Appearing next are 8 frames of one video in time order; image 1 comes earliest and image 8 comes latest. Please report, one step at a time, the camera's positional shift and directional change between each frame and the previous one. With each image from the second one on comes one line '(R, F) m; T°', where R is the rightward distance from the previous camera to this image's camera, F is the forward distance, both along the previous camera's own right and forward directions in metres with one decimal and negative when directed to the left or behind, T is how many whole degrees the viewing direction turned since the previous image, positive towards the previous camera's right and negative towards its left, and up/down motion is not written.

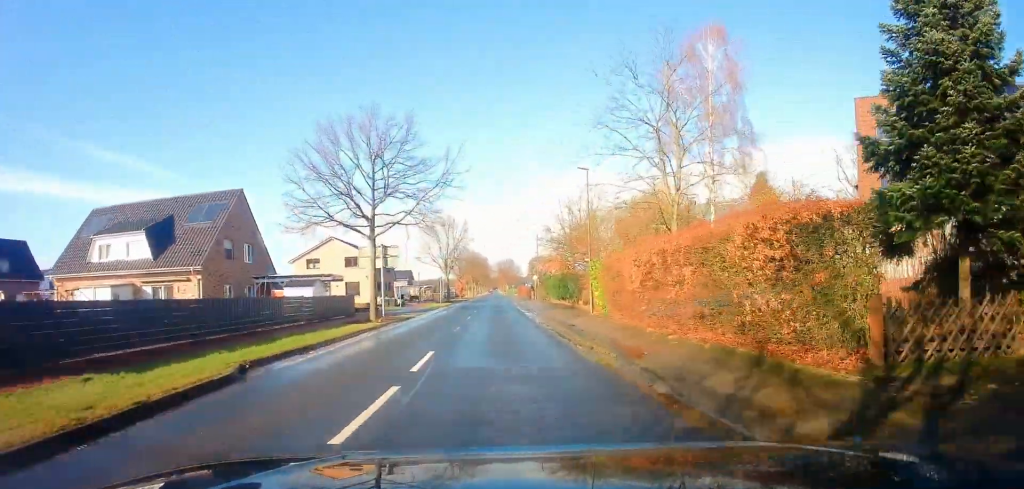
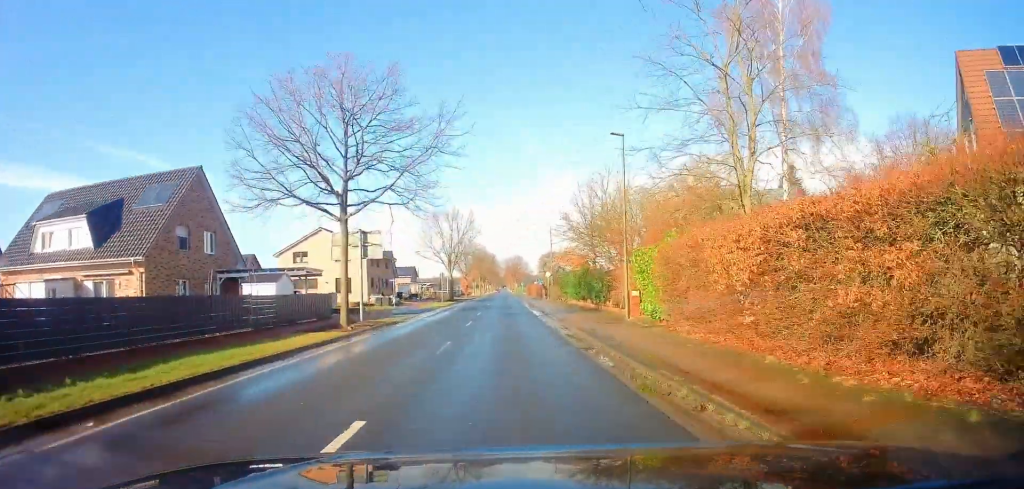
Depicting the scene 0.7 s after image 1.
(0.0, +6.8) m; -1°
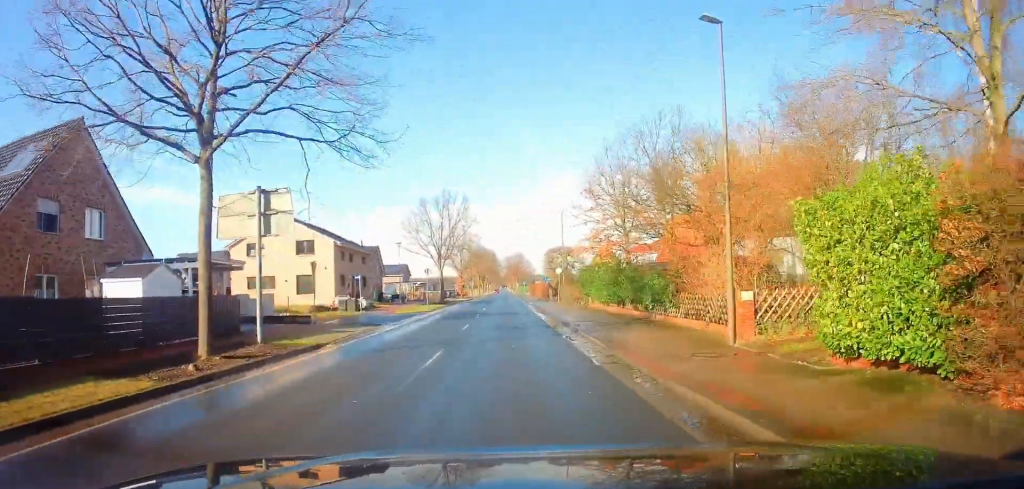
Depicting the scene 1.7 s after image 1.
(-0.2, +10.9) m; -1°
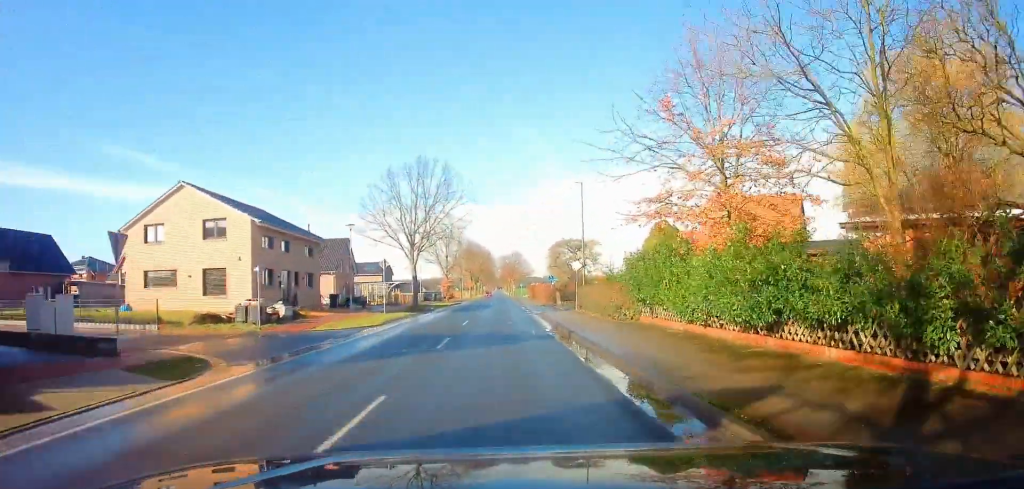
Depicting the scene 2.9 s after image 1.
(-0.1, +14.6) m; 0°
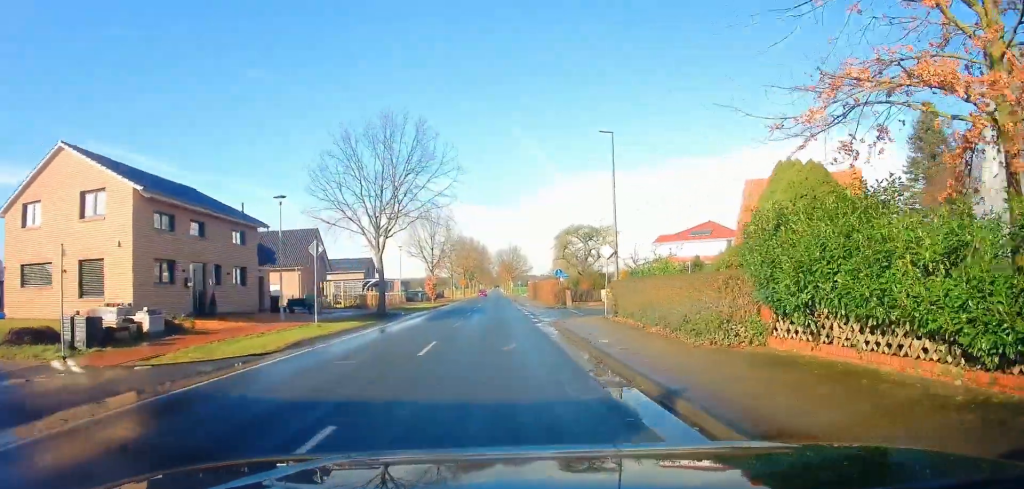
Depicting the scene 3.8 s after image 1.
(+0.1, +11.0) m; +1°
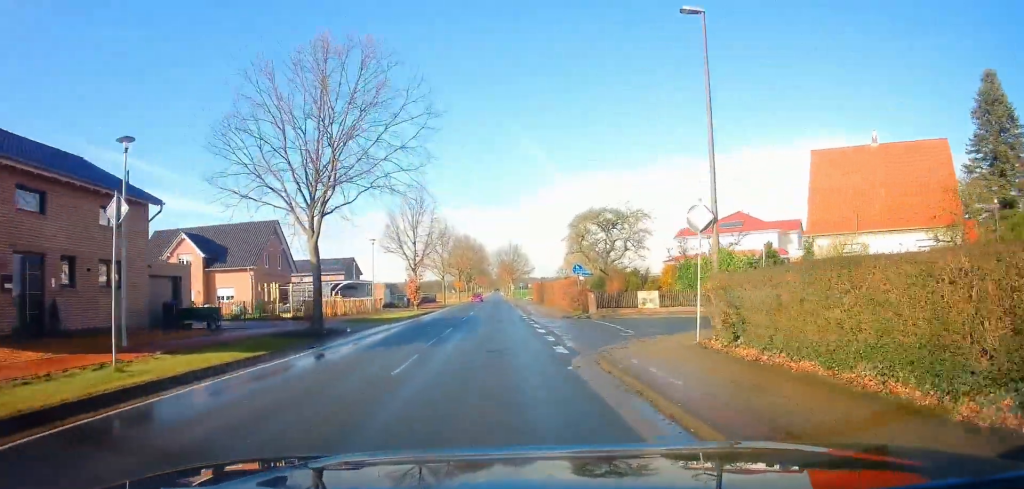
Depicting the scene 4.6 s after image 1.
(+0.1, +11.4) m; 0°
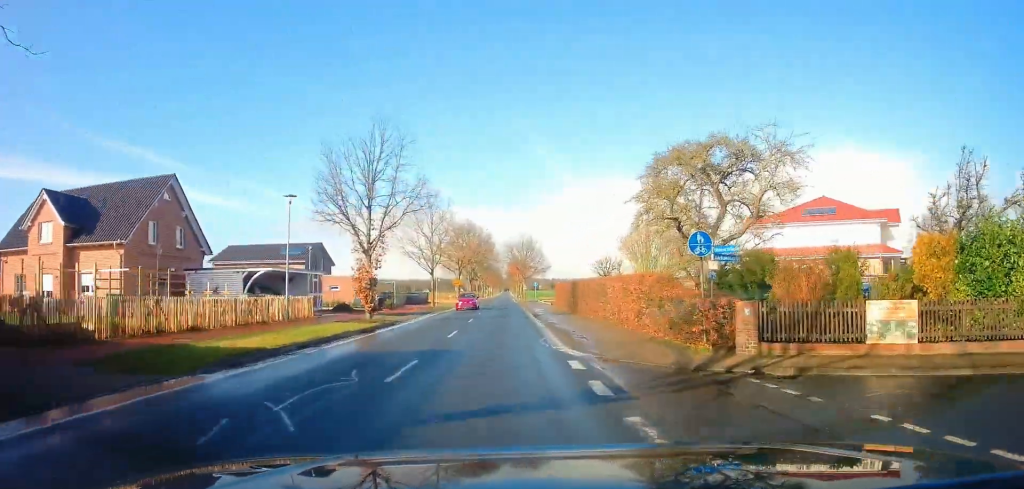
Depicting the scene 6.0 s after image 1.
(-0.1, +19.0) m; -2°
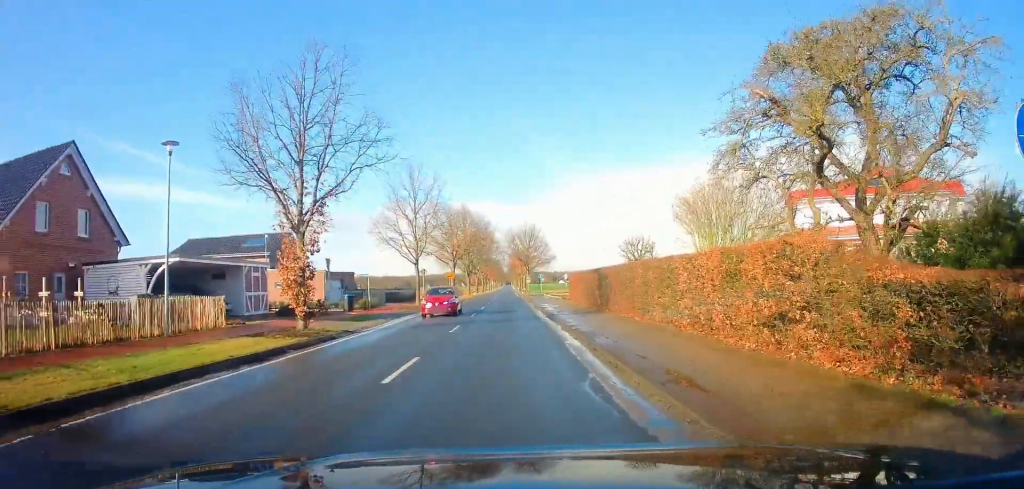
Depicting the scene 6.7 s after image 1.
(-0.2, +9.7) m; 0°
